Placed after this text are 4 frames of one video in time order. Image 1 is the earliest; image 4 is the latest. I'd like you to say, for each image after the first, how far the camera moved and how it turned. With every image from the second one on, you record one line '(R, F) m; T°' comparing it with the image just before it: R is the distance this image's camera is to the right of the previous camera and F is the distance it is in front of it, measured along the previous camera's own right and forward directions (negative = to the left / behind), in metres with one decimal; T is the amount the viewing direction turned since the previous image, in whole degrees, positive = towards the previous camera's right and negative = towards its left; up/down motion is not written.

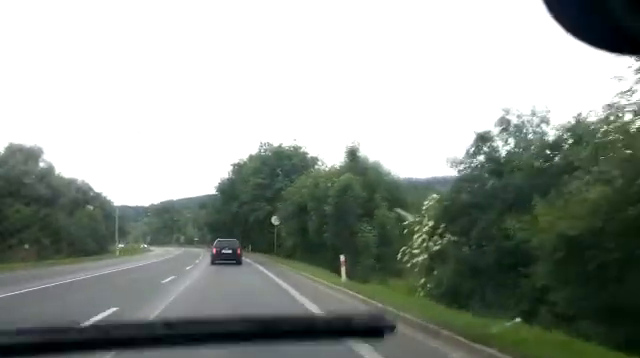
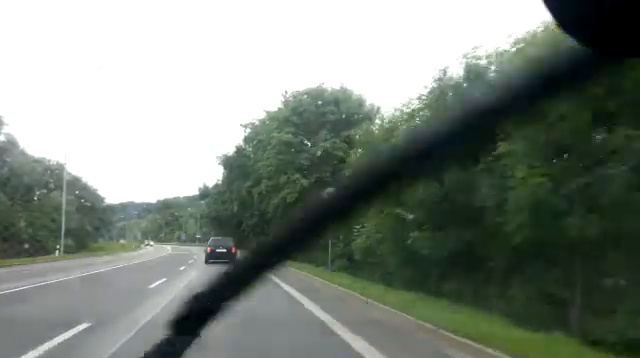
(-0.2, +19.4) m; 0°
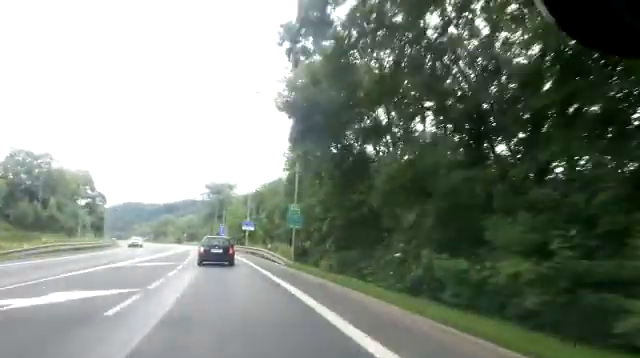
(-2.0, +74.0) m; -4°
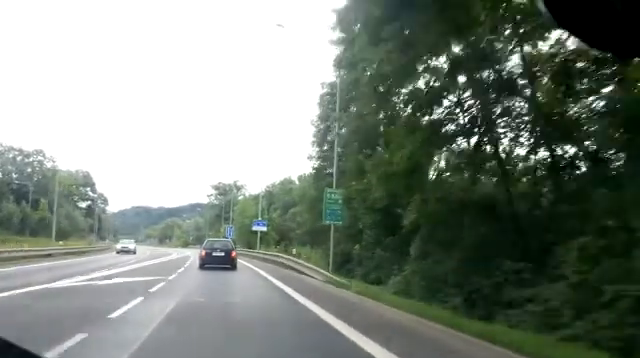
(+0.1, +8.7) m; -1°
